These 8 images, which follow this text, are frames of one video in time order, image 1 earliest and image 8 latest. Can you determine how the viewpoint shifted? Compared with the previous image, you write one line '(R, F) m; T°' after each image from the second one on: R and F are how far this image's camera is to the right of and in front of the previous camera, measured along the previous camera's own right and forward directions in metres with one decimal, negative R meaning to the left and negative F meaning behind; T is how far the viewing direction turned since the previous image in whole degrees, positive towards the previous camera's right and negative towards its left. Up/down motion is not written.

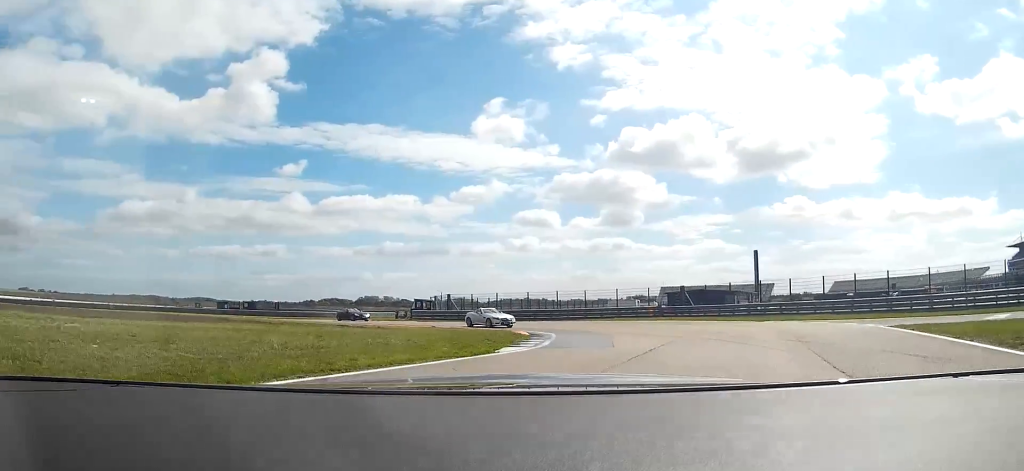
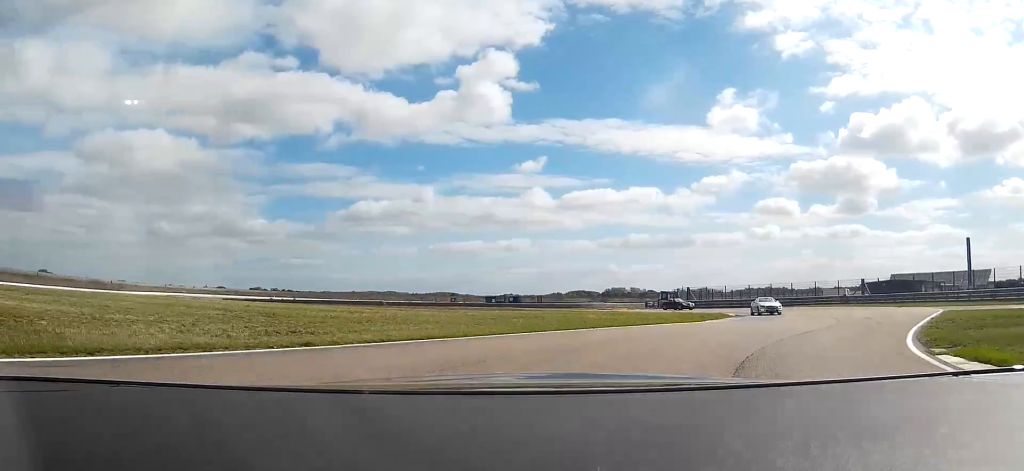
(-1.4, +15.4) m; -17°
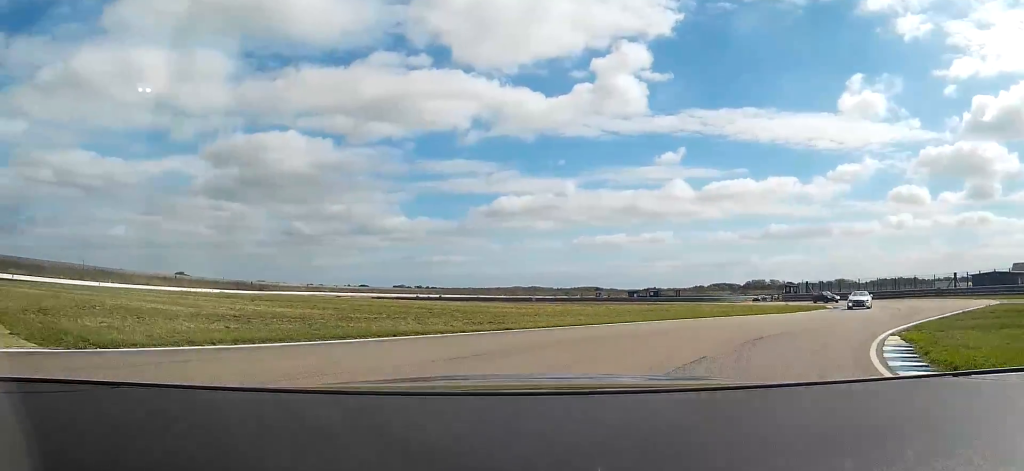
(0.0, +8.4) m; -13°
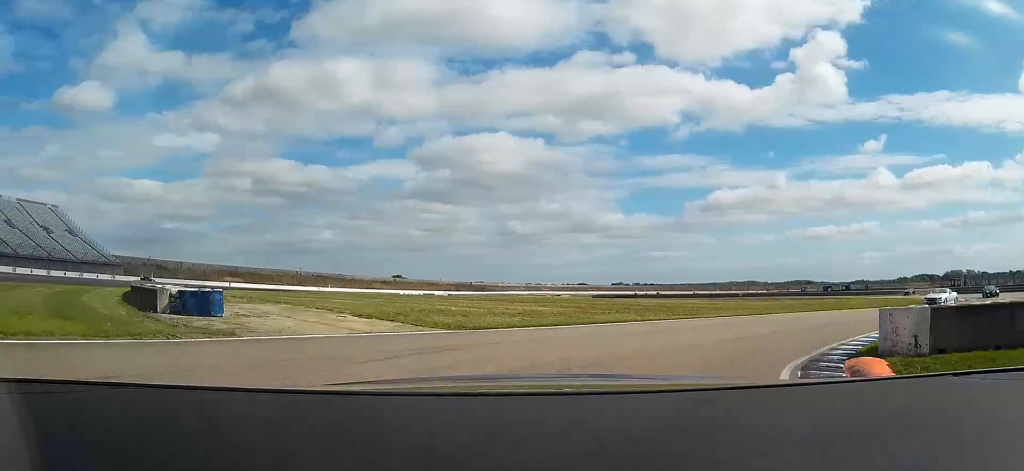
(-2.7, +11.6) m; -22°
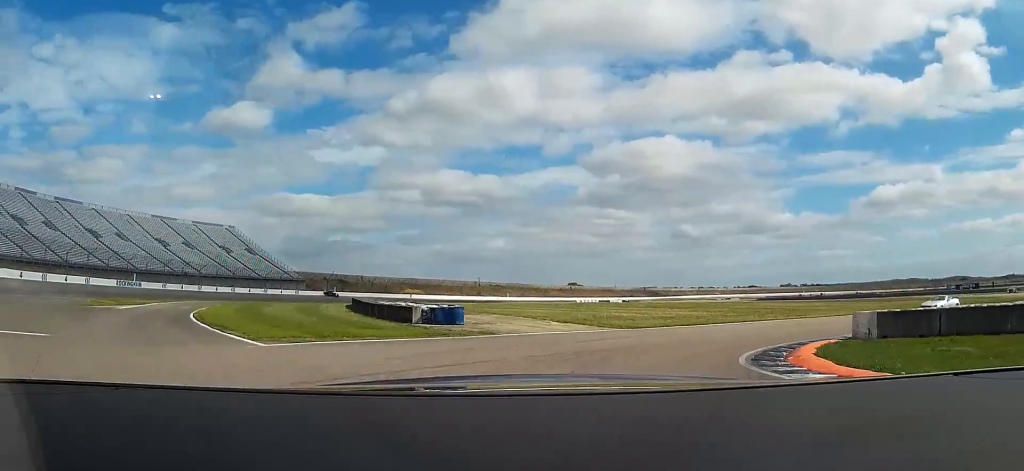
(-2.6, +11.7) m; -17°
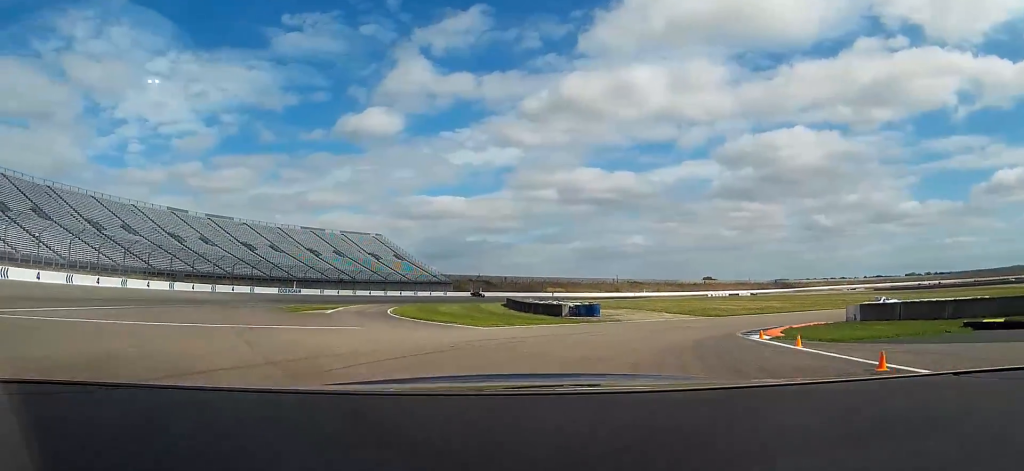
(-2.1, +14.4) m; -13°
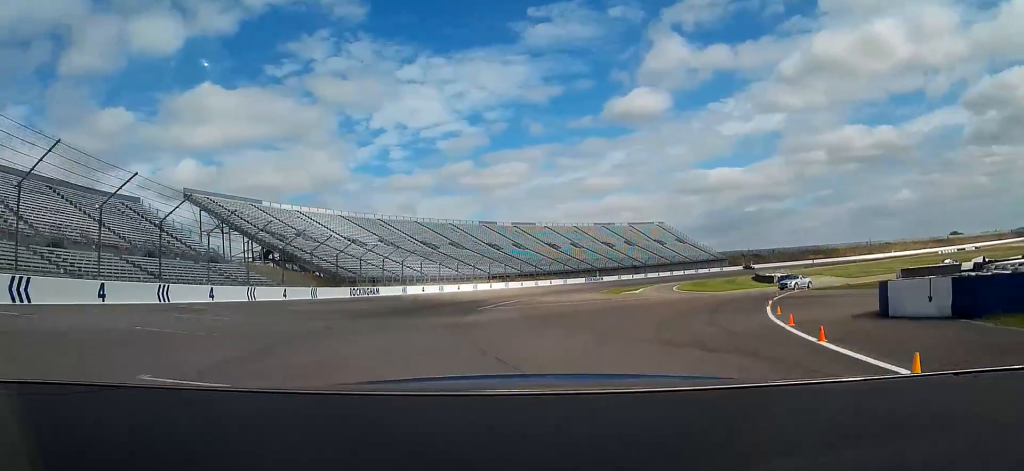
(-6.8, +35.0) m; -22°
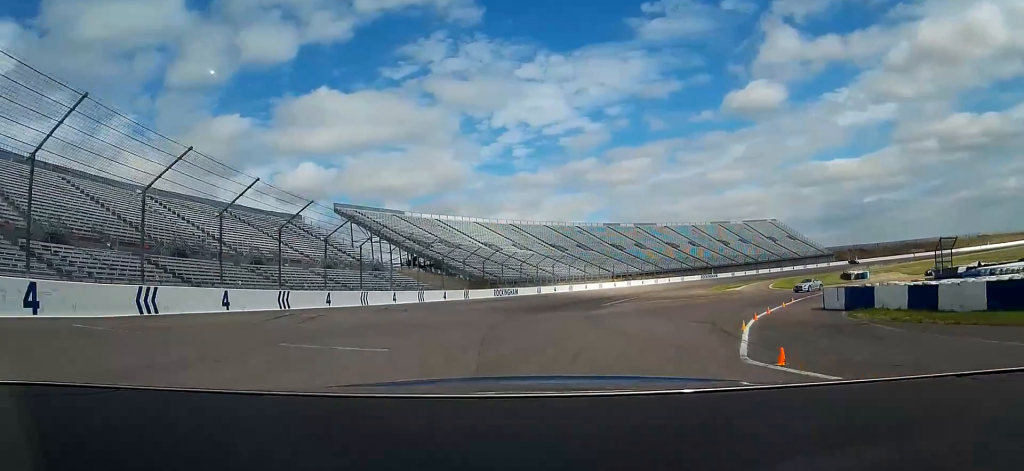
(-0.9, +14.1) m; -9°
